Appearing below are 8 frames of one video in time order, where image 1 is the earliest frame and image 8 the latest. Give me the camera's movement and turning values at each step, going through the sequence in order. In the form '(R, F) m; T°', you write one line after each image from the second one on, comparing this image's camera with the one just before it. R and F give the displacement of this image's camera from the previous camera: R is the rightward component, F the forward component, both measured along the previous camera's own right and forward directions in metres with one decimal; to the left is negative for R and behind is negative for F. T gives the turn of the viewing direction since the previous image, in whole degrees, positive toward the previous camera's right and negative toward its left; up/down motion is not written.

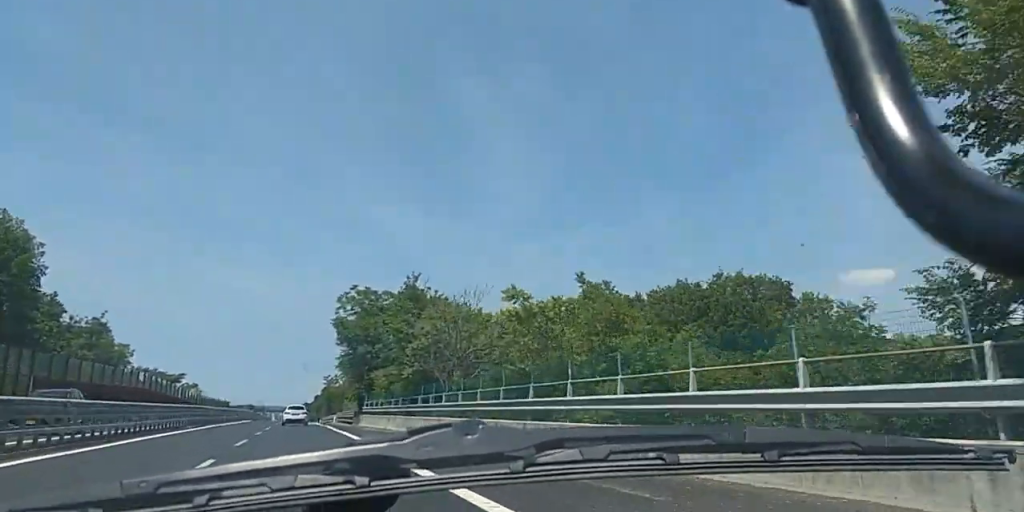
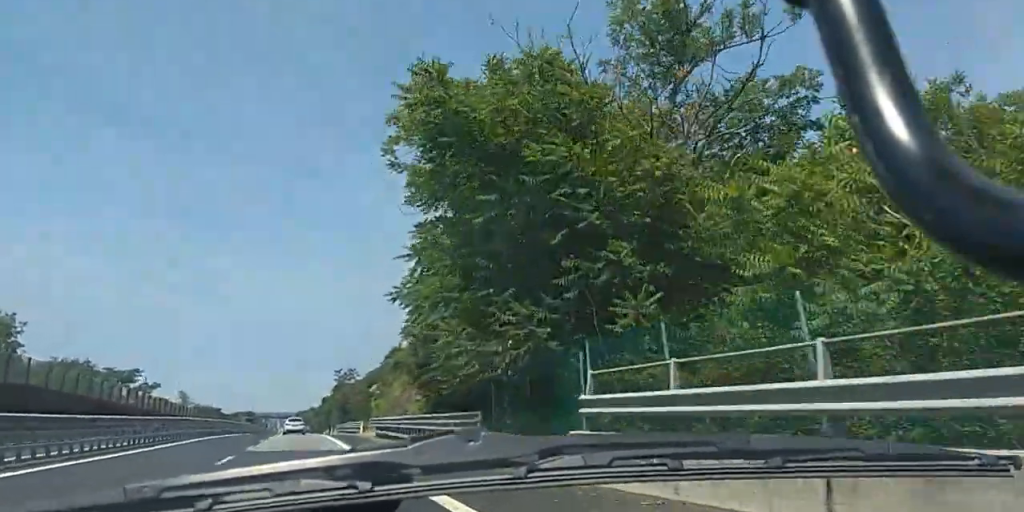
(-2.2, +50.6) m; -2°
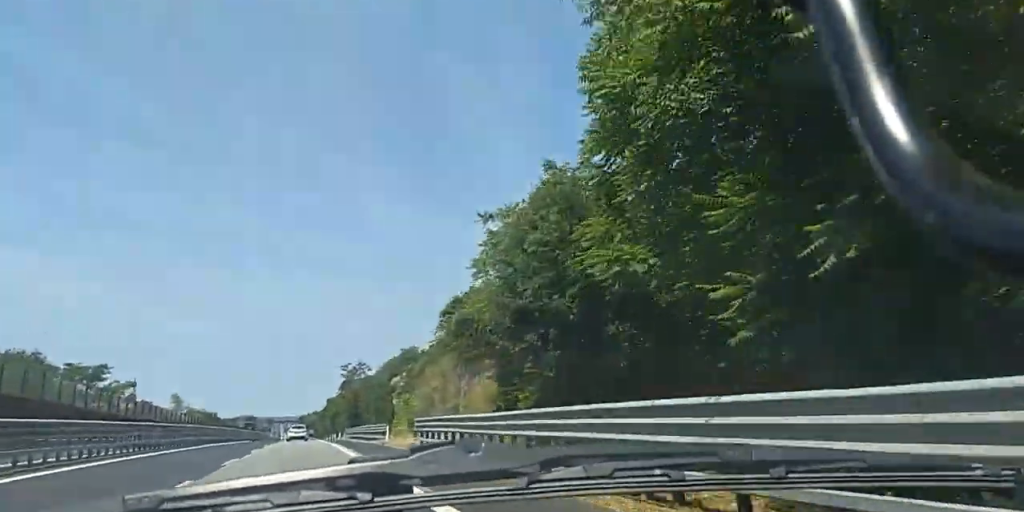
(+0.2, +21.9) m; +1°
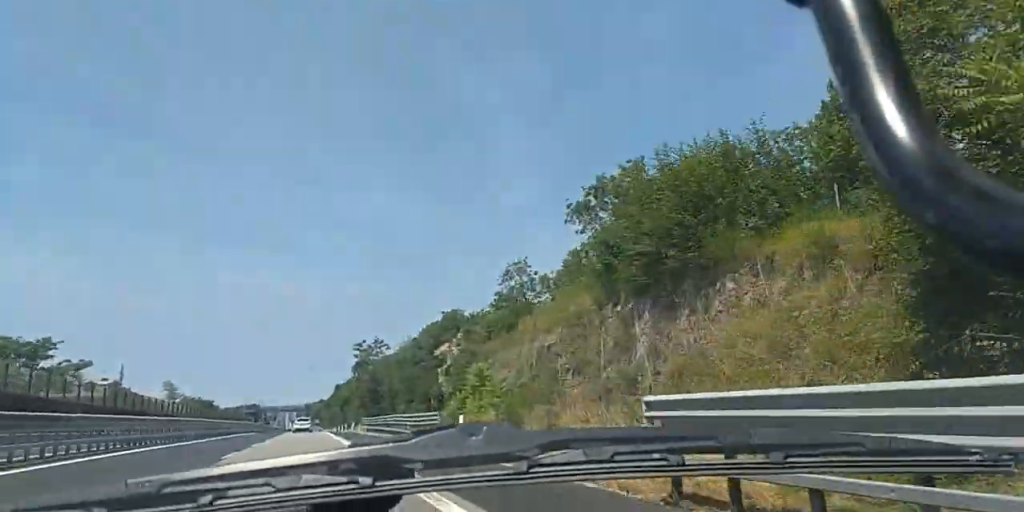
(+0.2, +25.2) m; +1°
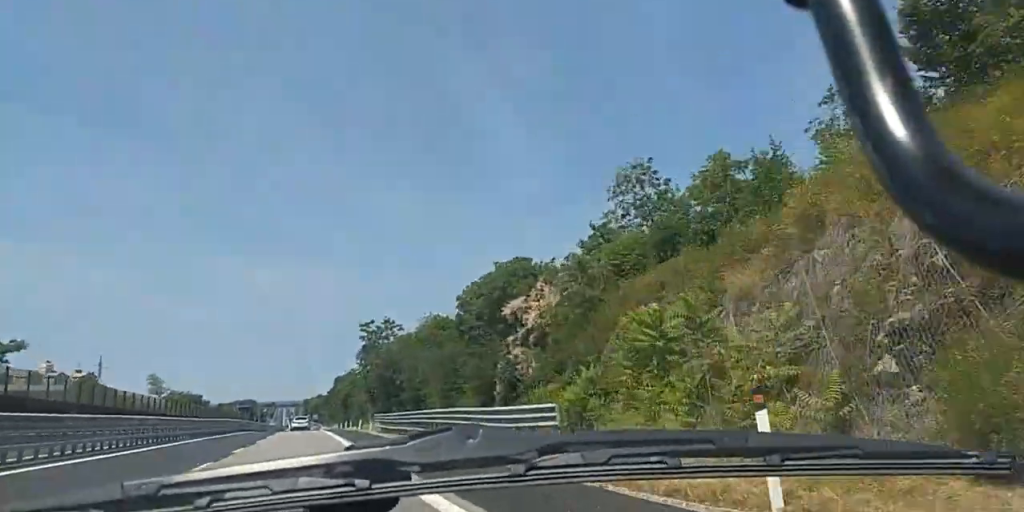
(-0.1, +18.2) m; +1°
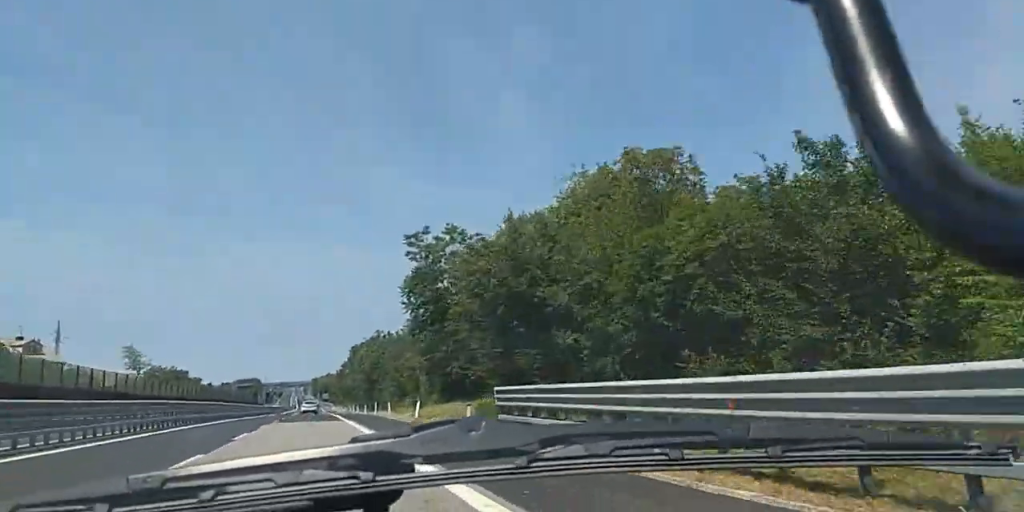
(0.0, +40.5) m; -1°
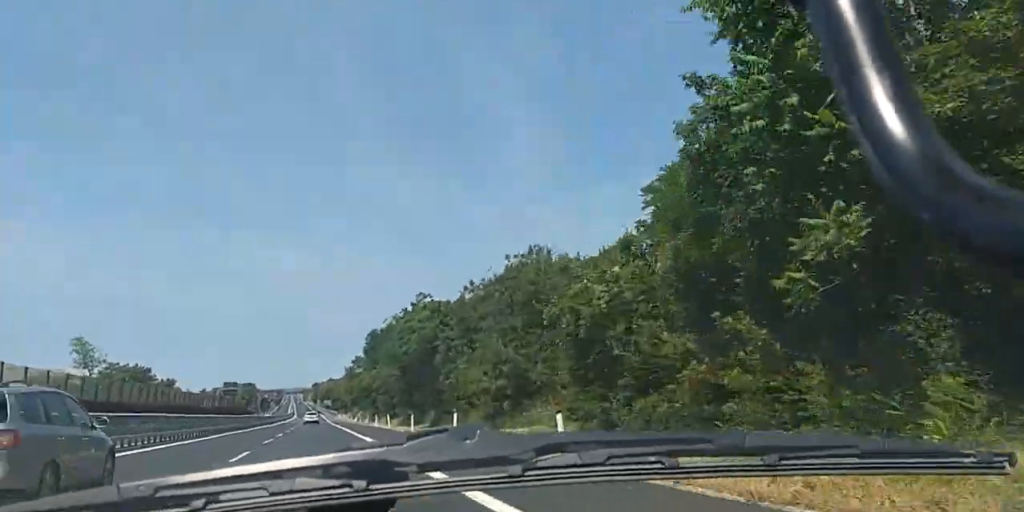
(-0.5, +40.8) m; -1°
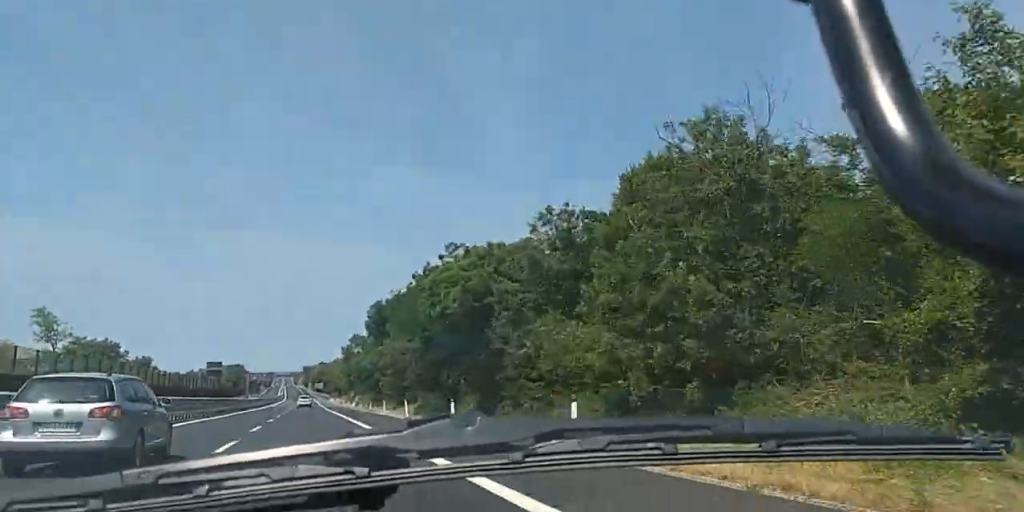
(0.0, +16.3) m; 0°
